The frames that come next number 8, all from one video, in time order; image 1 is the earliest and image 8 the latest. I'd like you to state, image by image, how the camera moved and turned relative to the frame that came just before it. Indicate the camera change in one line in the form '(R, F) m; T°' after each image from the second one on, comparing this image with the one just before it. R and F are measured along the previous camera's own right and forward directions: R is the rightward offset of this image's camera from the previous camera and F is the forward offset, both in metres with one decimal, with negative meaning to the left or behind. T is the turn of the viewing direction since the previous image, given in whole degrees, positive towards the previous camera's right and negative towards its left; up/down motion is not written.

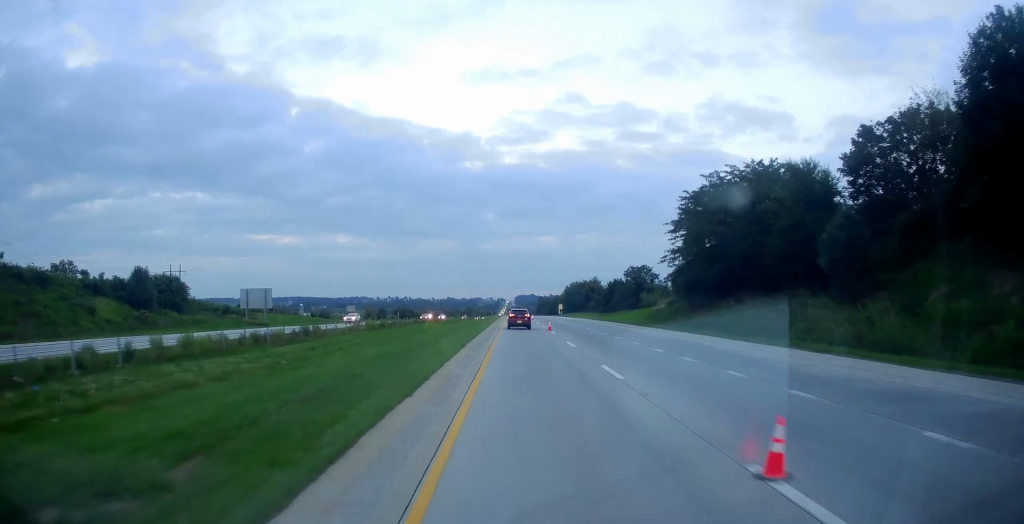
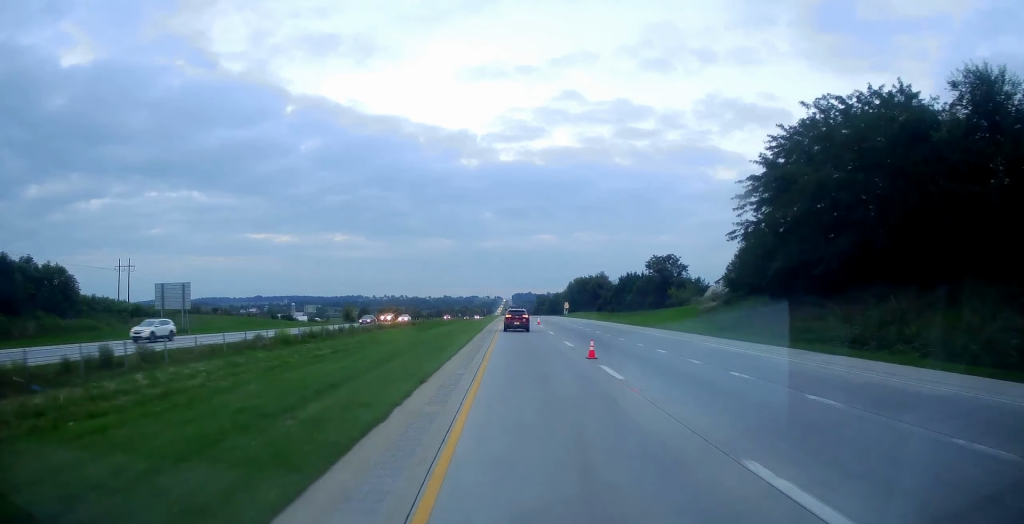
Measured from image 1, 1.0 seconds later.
(+0.3, +24.4) m; 0°
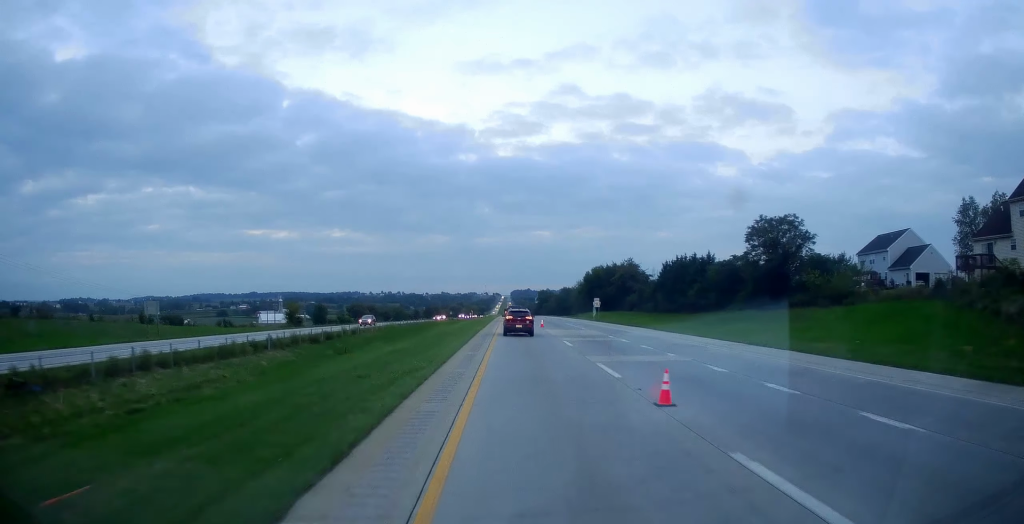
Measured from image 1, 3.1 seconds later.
(0.0, +48.2) m; 0°
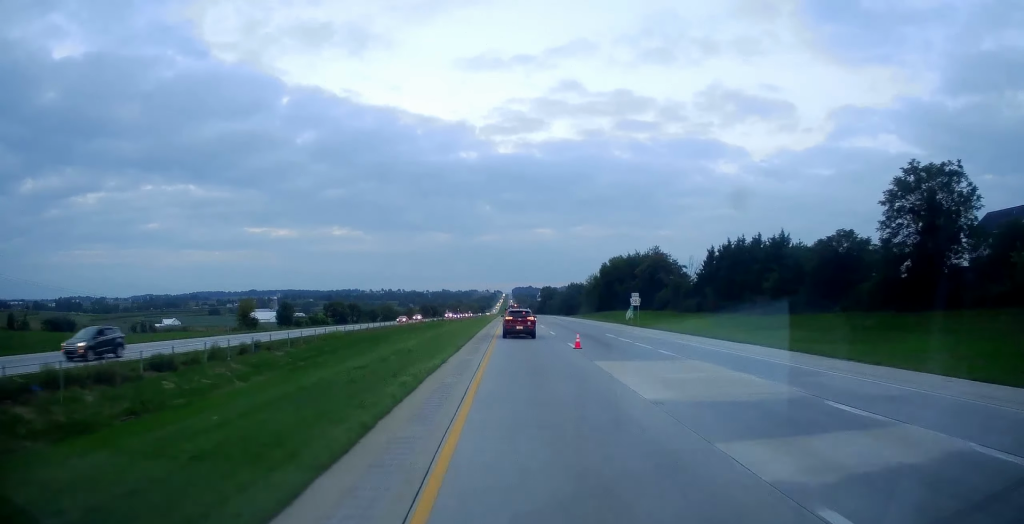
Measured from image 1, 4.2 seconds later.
(-0.4, +26.3) m; -1°
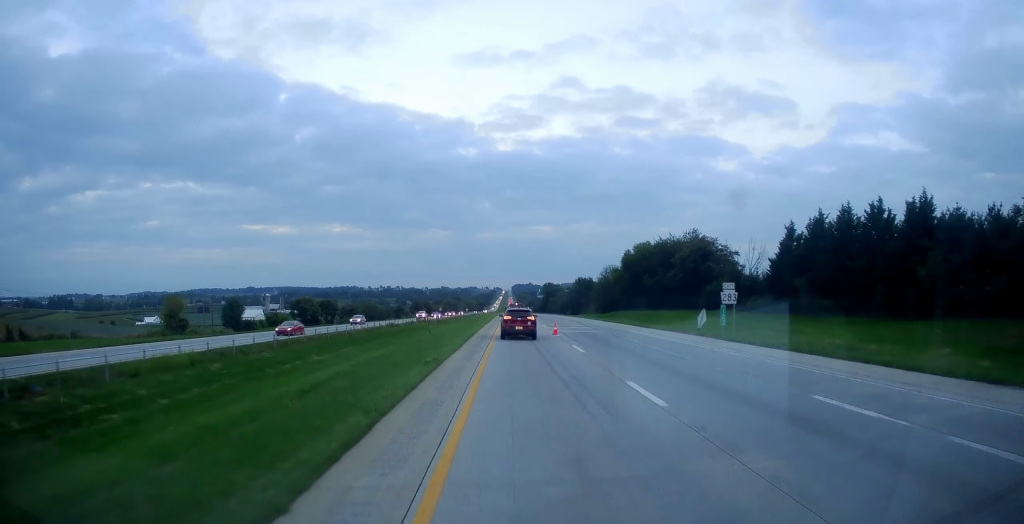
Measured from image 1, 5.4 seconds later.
(+0.2, +27.3) m; +1°
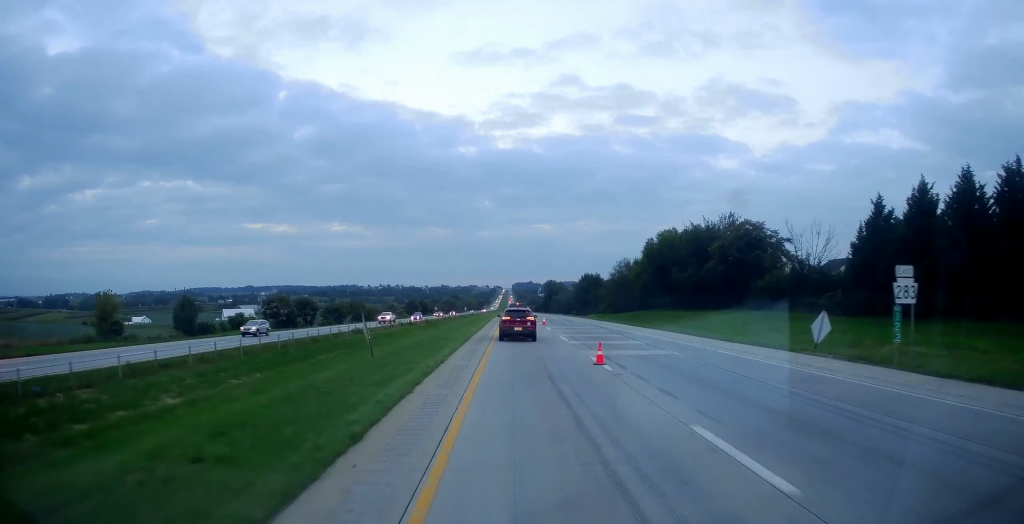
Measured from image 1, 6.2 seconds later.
(+0.2, +17.9) m; +1°
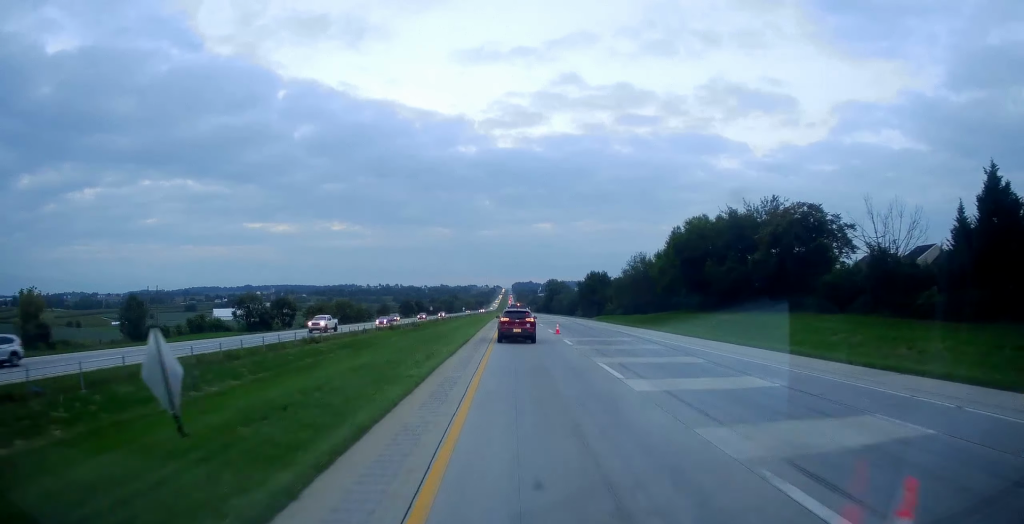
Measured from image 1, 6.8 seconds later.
(+0.1, +15.5) m; 0°
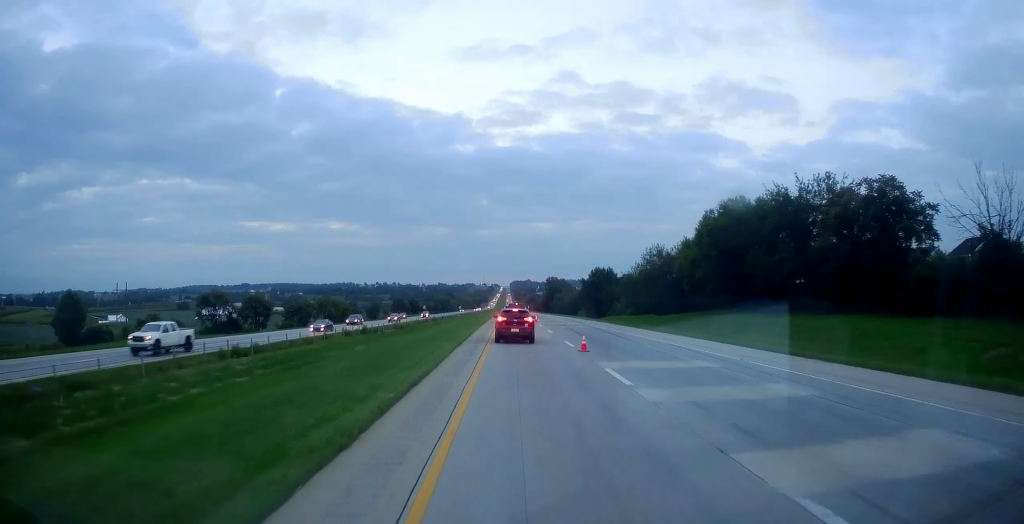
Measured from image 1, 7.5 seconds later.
(0.0, +14.6) m; 0°
